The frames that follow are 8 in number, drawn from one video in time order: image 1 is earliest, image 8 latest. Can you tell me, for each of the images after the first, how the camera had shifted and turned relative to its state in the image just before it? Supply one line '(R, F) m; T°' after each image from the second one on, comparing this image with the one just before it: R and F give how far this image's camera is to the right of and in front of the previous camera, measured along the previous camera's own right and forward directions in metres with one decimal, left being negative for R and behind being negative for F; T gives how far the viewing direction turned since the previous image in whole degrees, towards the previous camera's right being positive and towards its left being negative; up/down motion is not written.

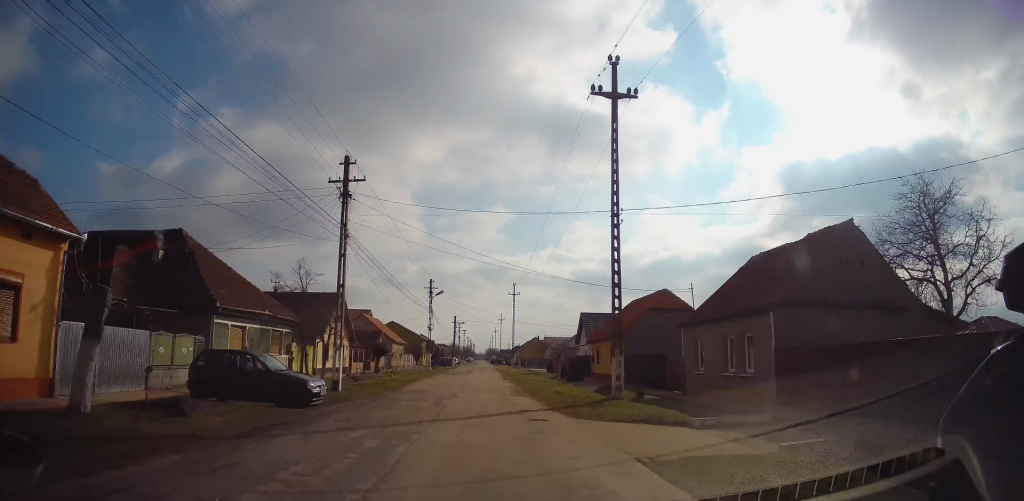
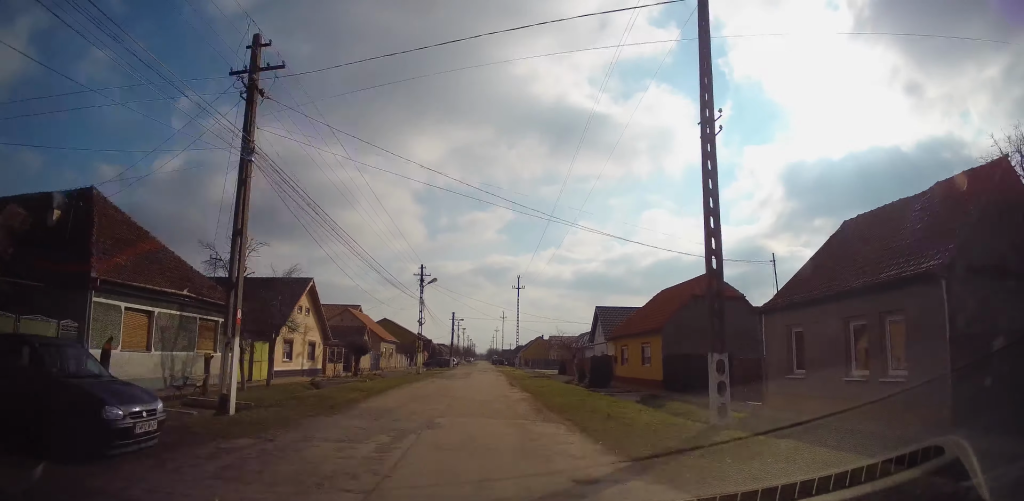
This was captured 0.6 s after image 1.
(0.0, +7.7) m; 0°
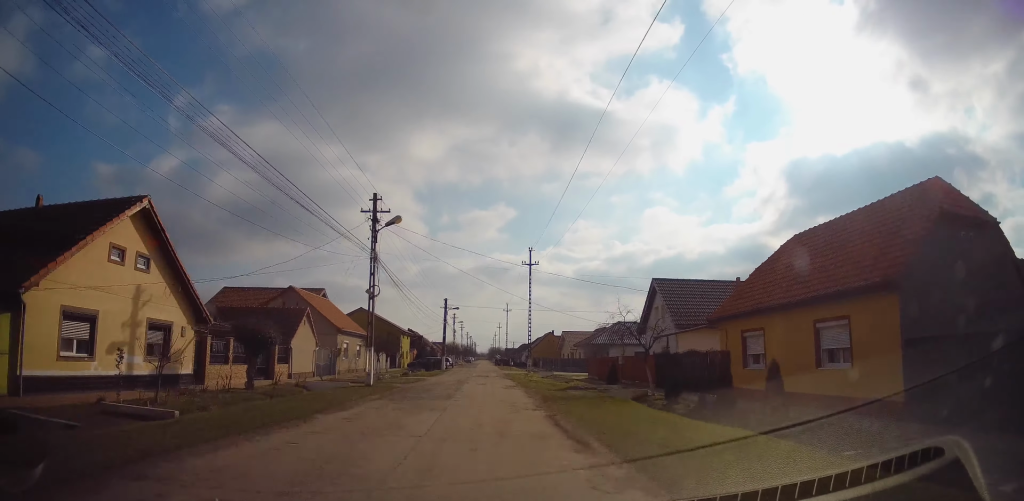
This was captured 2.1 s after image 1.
(0.0, +17.5) m; 0°
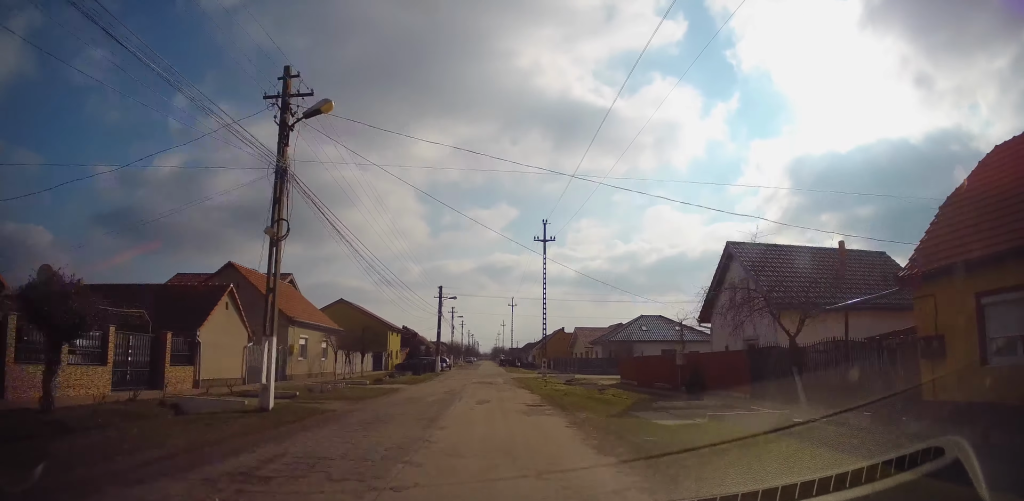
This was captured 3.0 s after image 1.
(0.0, +10.9) m; 0°
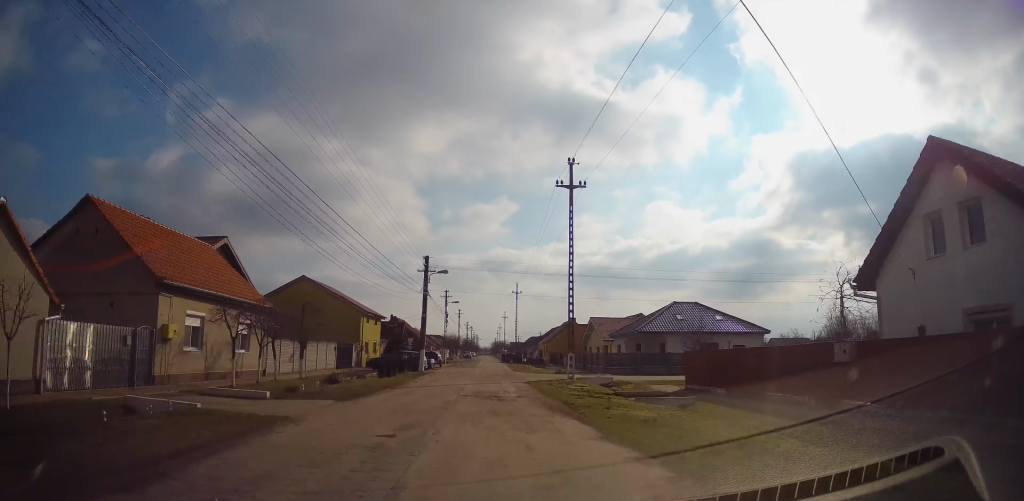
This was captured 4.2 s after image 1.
(0.0, +12.5) m; 0°
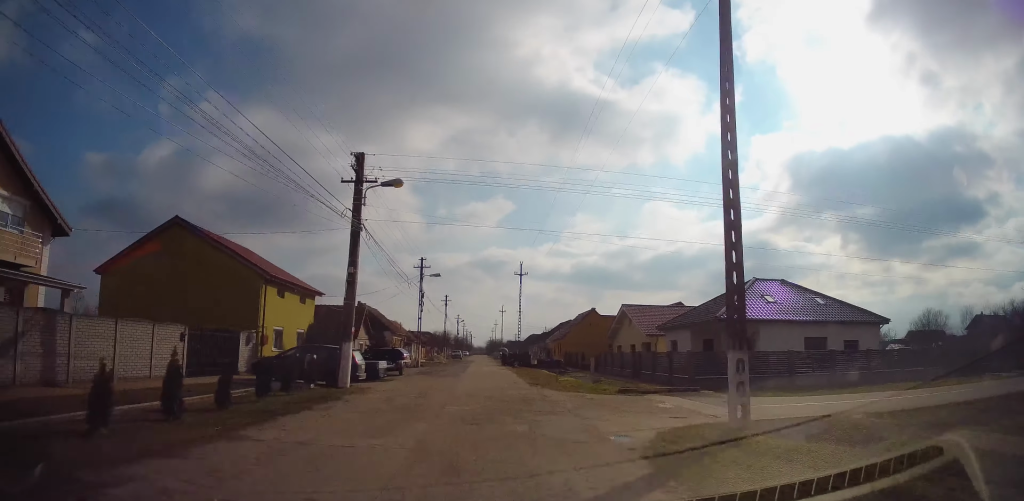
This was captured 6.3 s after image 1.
(-0.2, +19.2) m; +1°
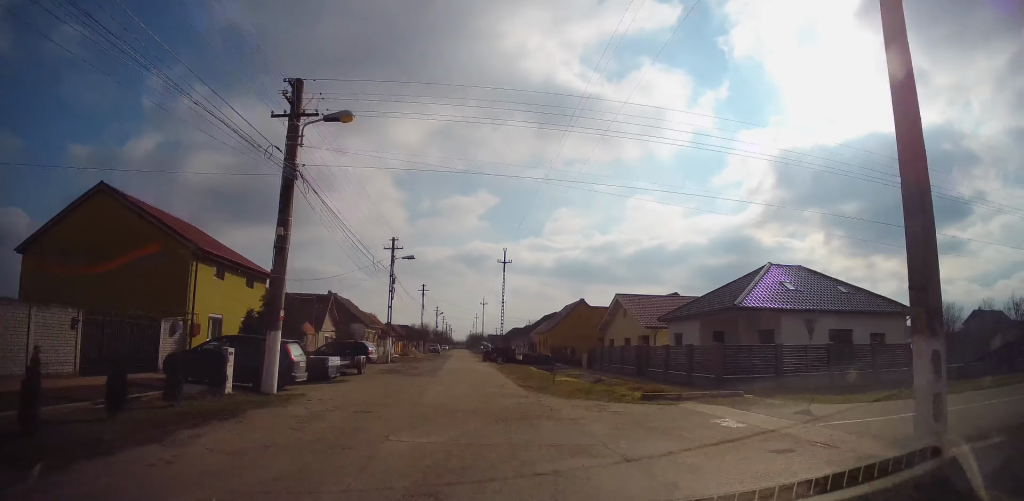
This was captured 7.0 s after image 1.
(0.0, +4.7) m; +6°
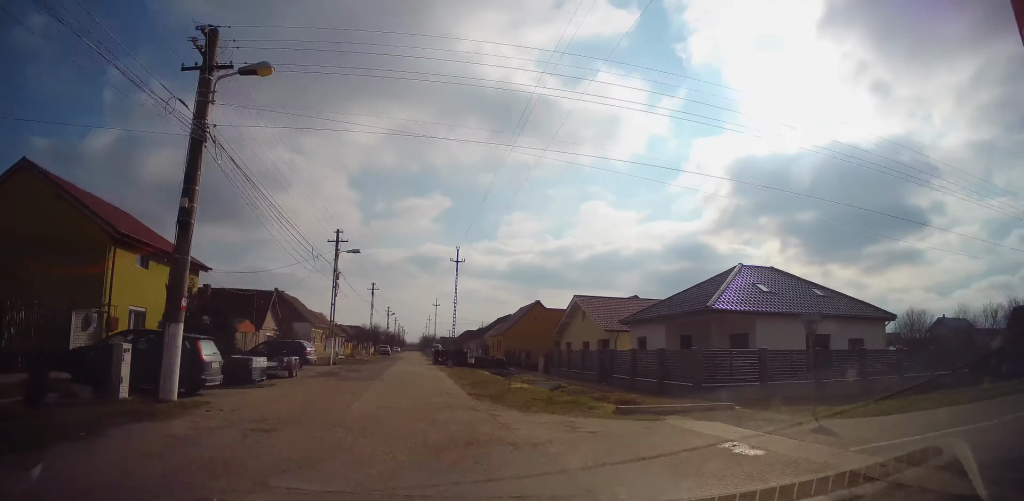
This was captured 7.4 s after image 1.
(+0.1, +2.3) m; +7°
